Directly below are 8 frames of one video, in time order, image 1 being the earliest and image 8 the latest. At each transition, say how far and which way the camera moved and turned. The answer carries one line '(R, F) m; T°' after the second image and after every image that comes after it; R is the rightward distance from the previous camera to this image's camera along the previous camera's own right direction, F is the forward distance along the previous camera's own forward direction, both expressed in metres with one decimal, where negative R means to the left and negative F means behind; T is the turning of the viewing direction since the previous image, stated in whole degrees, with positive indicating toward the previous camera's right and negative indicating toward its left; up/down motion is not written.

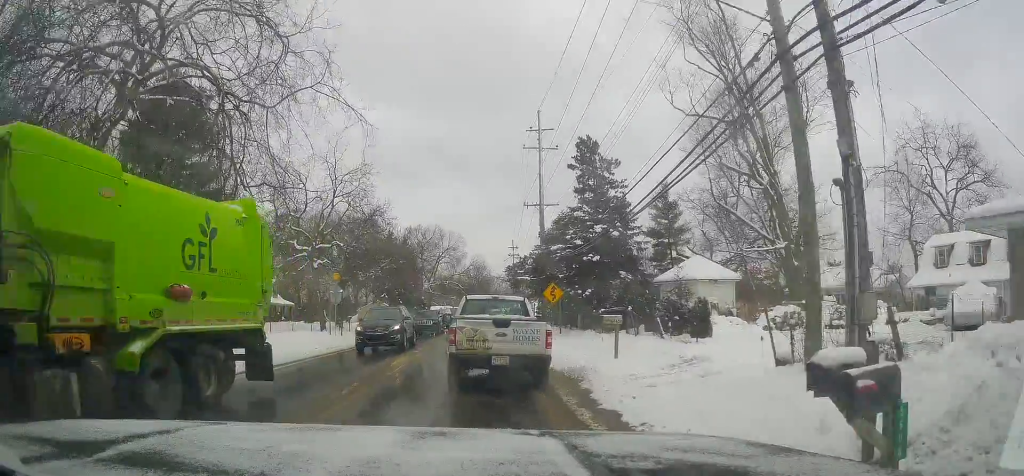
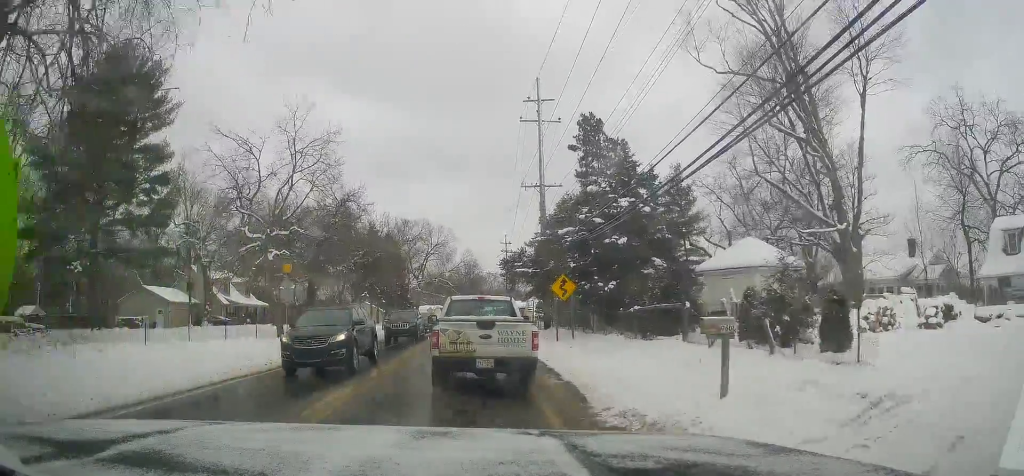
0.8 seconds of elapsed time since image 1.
(-0.1, +7.5) m; +2°
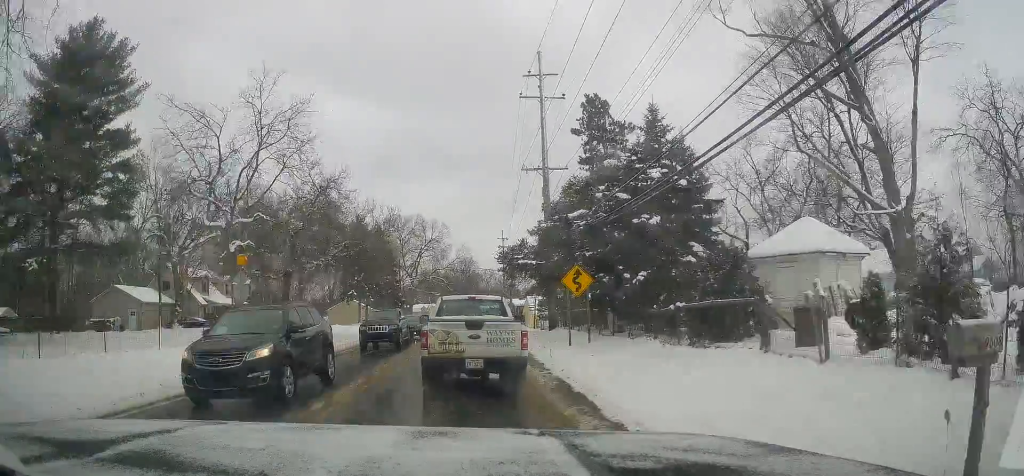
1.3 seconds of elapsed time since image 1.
(-0.2, +5.0) m; +1°
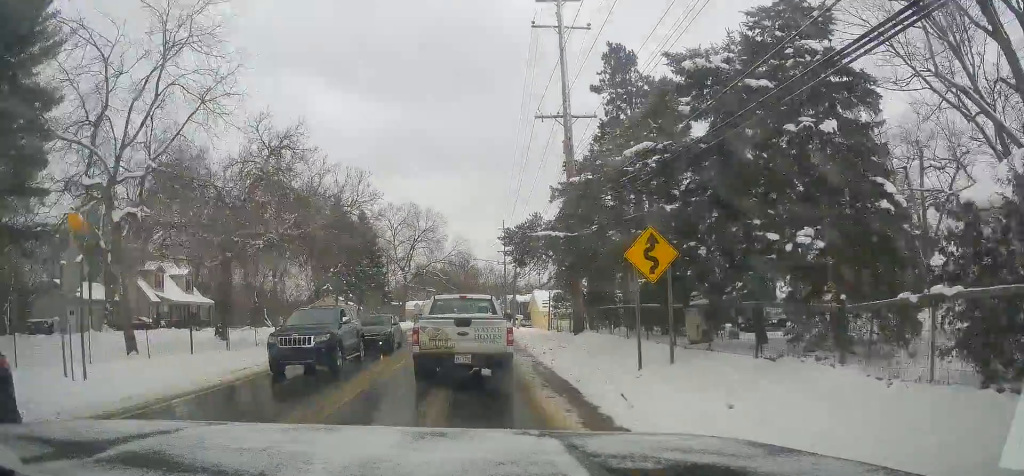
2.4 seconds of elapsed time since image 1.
(+0.7, +10.2) m; 0°
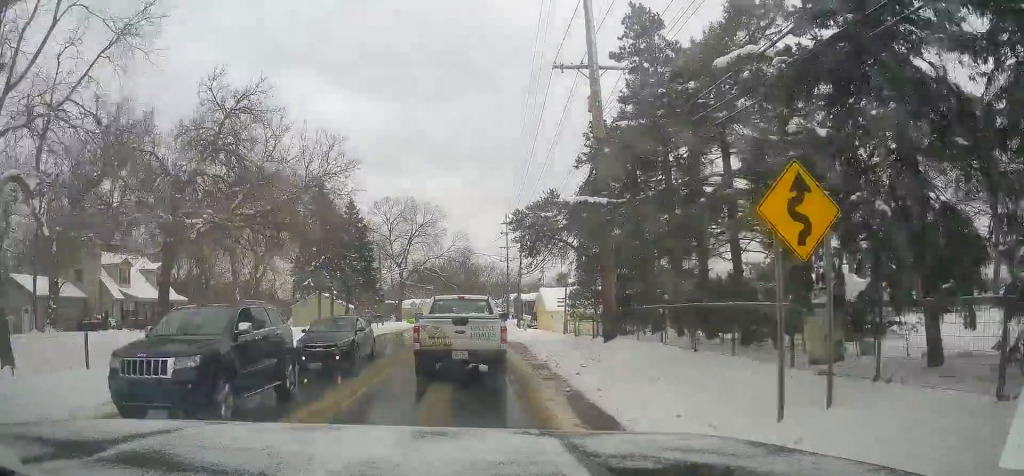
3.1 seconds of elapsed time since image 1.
(-0.5, +6.5) m; -2°
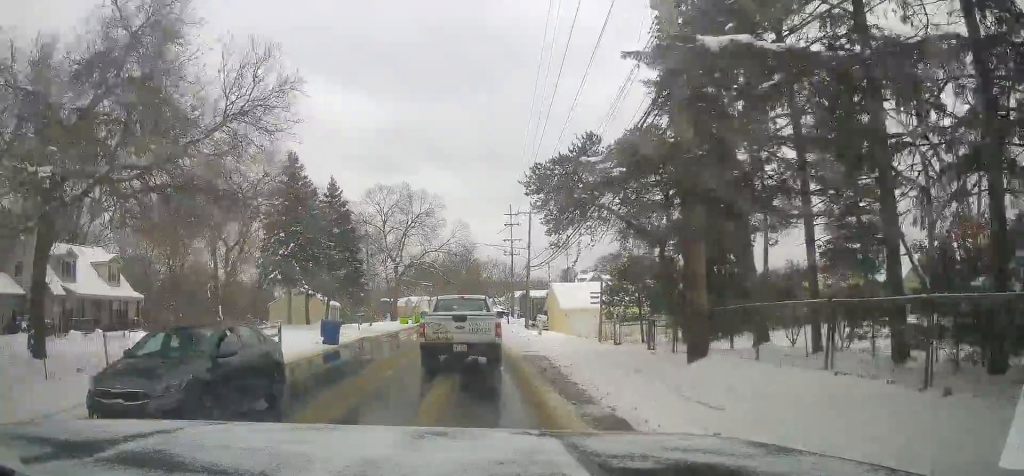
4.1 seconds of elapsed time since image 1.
(+0.2, +8.4) m; +1°
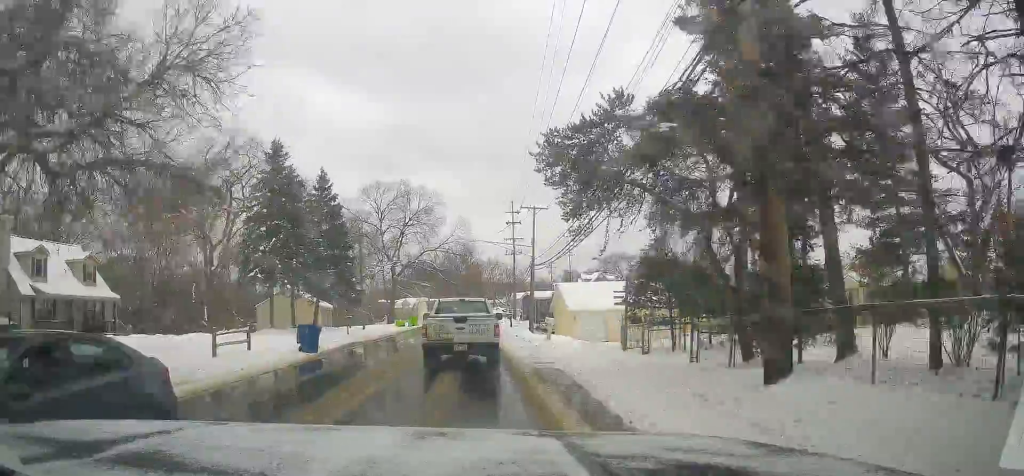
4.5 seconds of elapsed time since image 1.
(0.0, +3.6) m; 0°
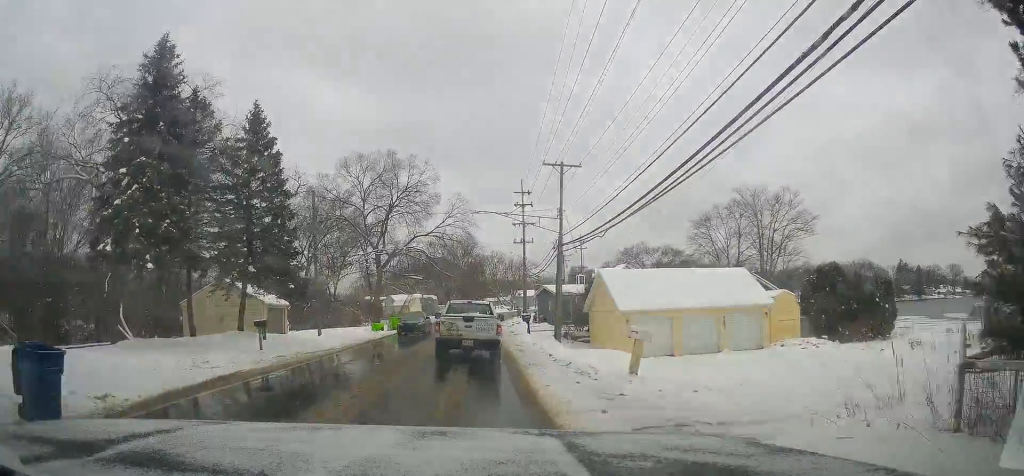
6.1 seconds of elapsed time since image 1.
(0.0, +15.0) m; -1°
